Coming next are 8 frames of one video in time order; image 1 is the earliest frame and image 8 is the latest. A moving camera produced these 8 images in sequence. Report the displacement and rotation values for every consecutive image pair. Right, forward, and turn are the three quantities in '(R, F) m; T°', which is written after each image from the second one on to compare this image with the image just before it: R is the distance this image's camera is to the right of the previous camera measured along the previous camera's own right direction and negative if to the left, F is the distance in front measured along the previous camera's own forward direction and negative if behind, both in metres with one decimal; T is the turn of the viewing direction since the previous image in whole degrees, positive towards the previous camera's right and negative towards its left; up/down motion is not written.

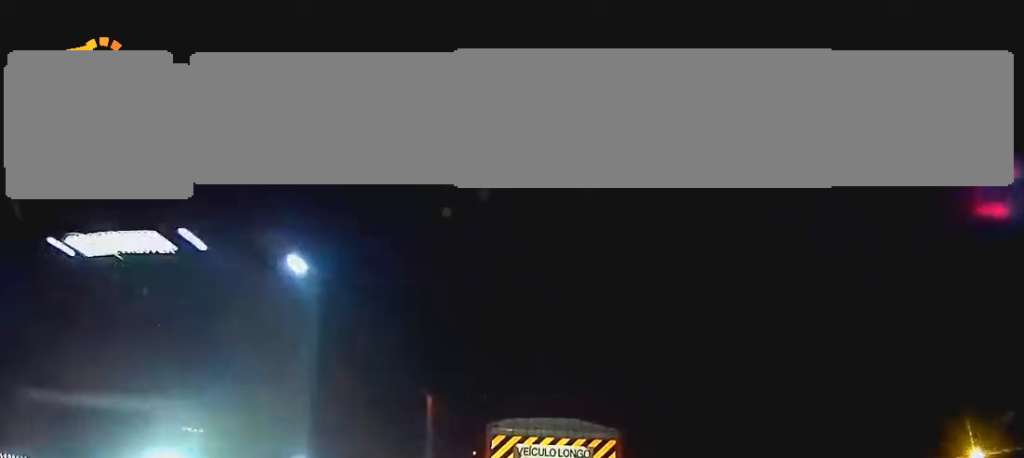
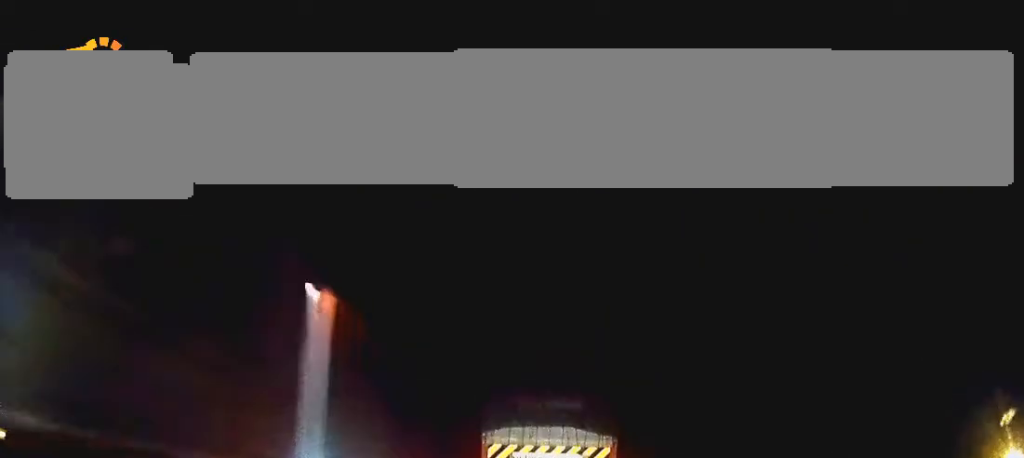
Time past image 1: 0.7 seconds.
(0.0, +7.6) m; -1°
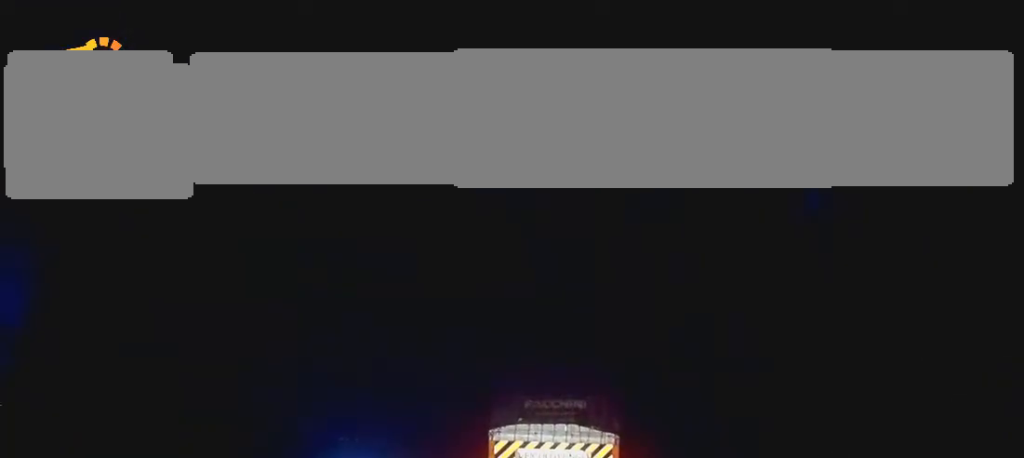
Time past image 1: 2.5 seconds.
(-0.2, +18.2) m; -2°
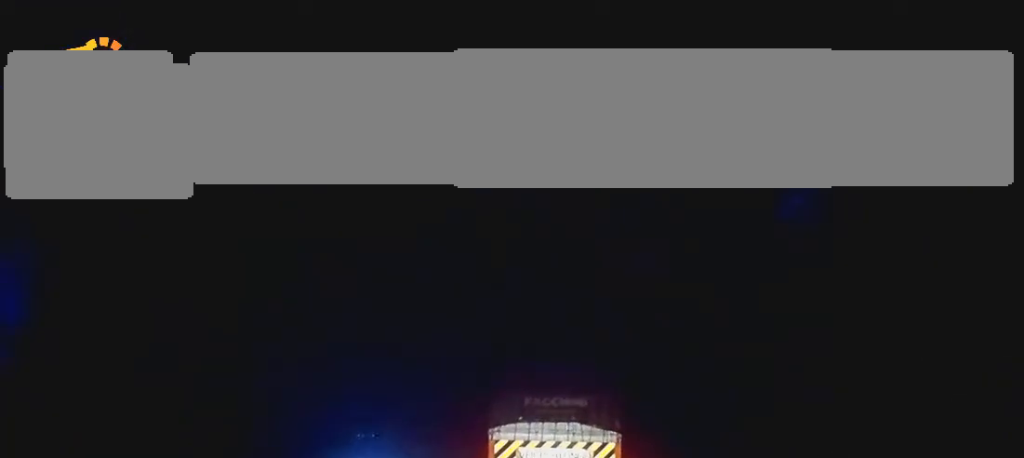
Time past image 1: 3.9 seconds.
(-0.2, +15.1) m; -1°
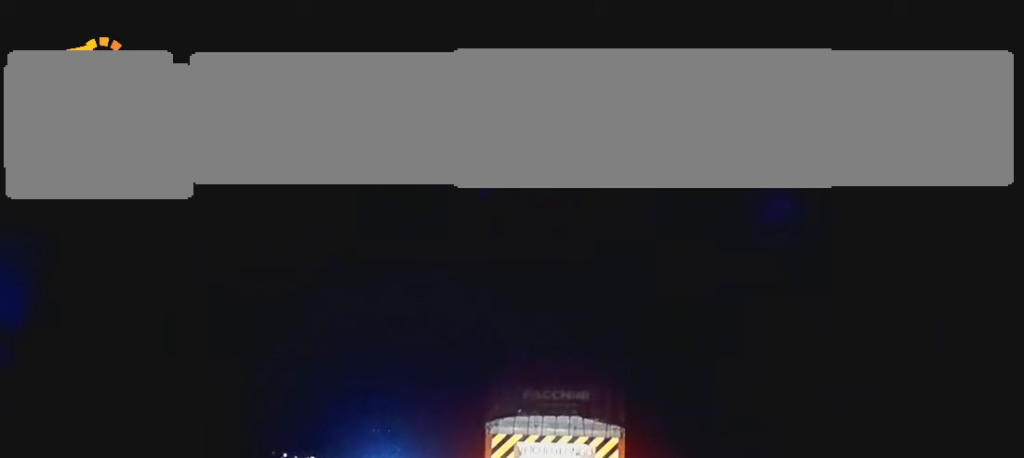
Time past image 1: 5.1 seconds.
(-0.1, +14.0) m; -1°
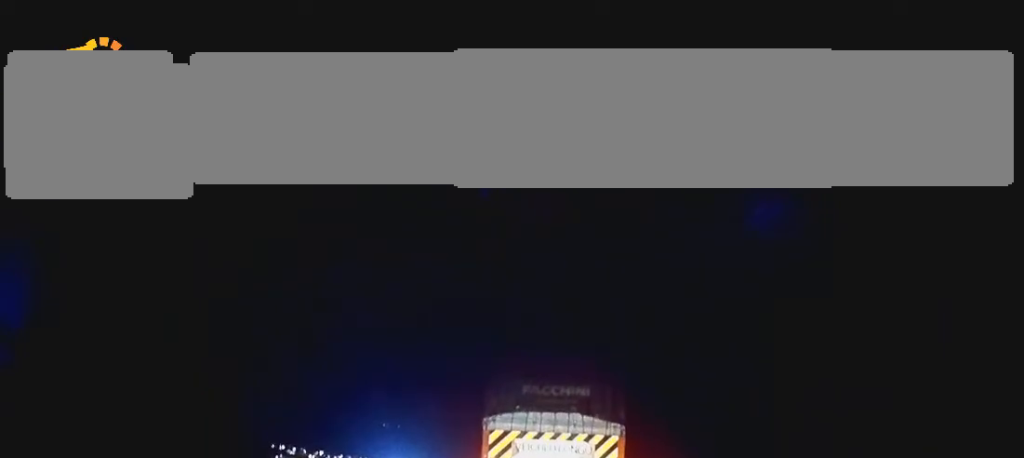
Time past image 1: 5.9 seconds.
(-0.1, +8.6) m; -1°
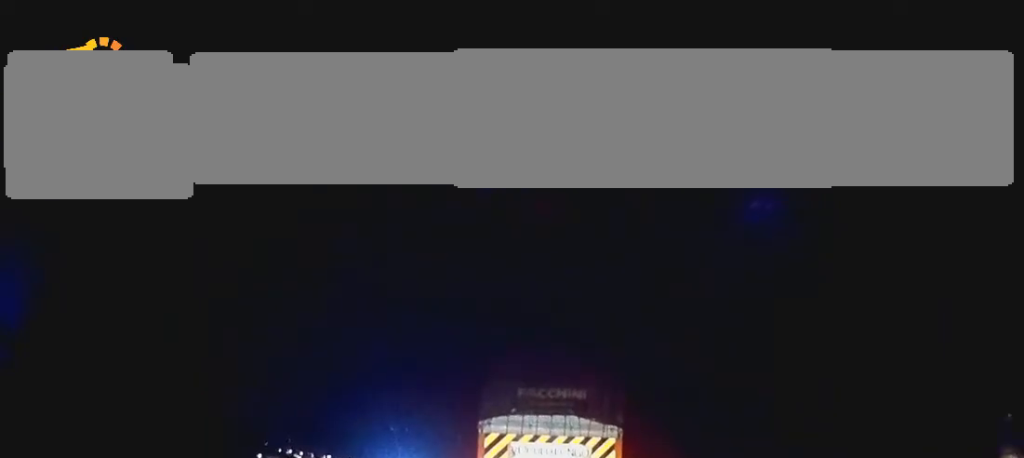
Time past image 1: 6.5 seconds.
(-0.1, +6.7) m; 0°
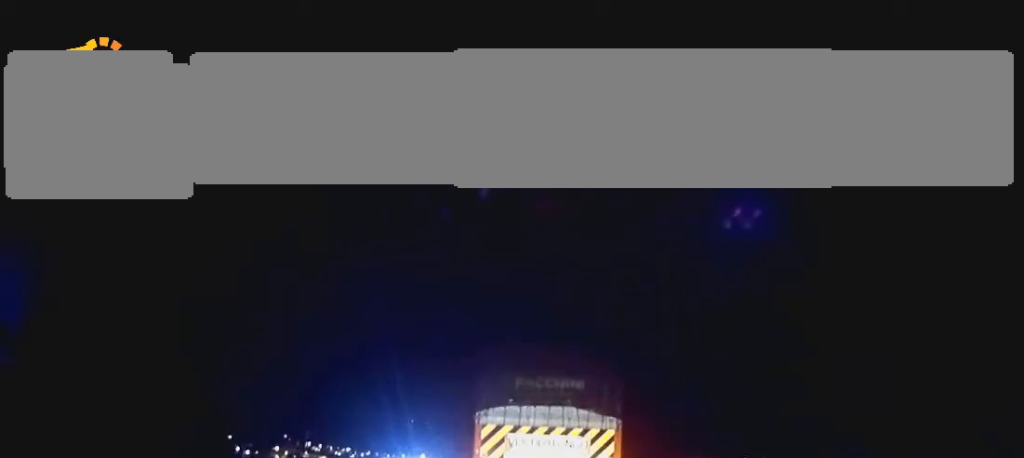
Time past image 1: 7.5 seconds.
(0.0, +11.5) m; -1°
